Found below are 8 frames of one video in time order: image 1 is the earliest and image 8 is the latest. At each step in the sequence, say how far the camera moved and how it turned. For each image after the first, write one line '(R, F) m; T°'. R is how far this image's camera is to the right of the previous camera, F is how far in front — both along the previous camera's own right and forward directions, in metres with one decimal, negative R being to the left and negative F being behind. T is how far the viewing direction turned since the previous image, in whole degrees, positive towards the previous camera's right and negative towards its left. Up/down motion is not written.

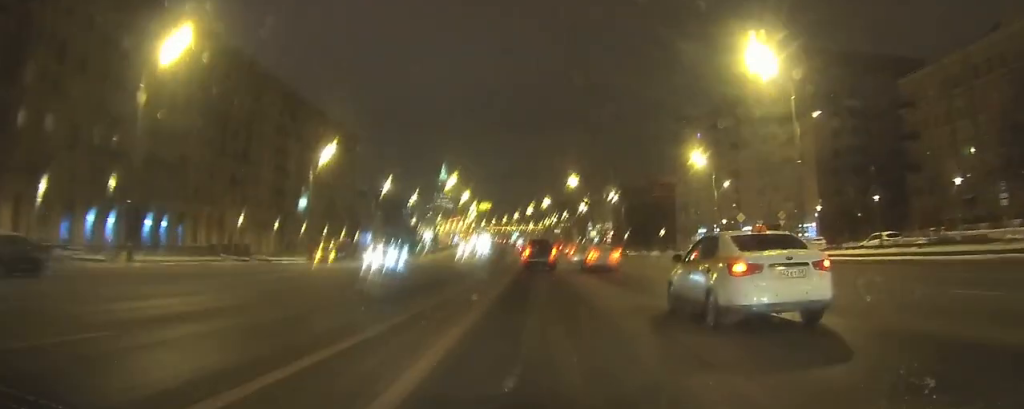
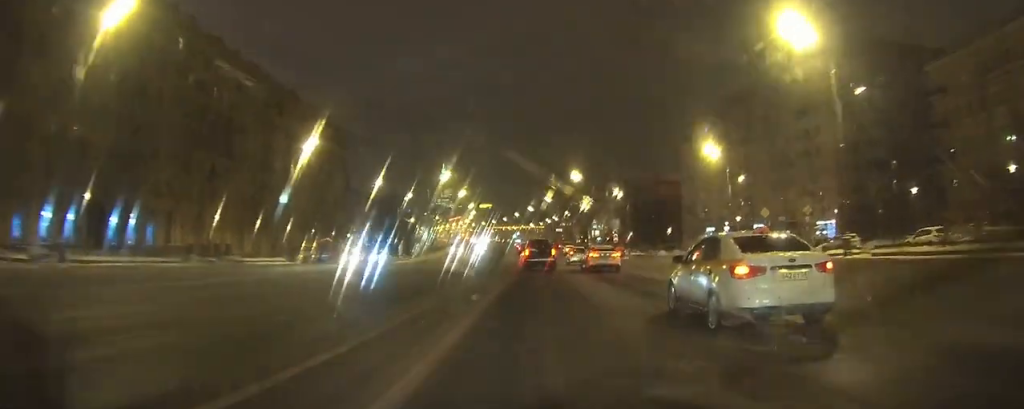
(0.0, +6.3) m; 0°
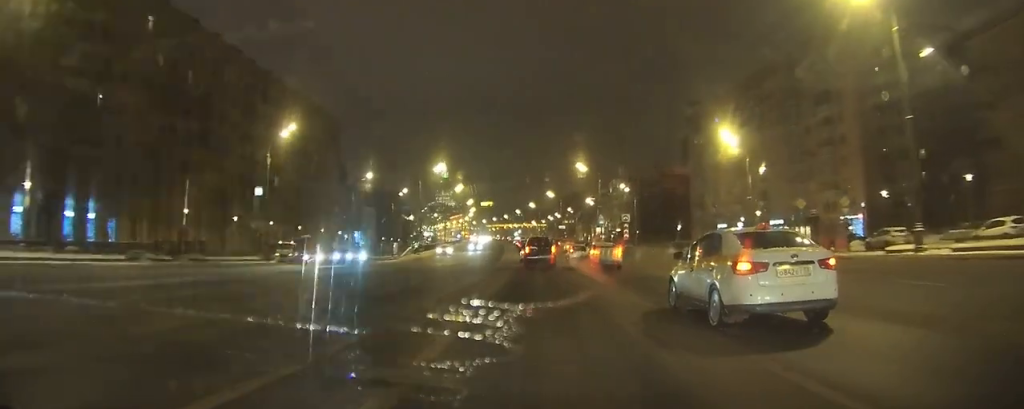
(0.0, +7.3) m; 0°
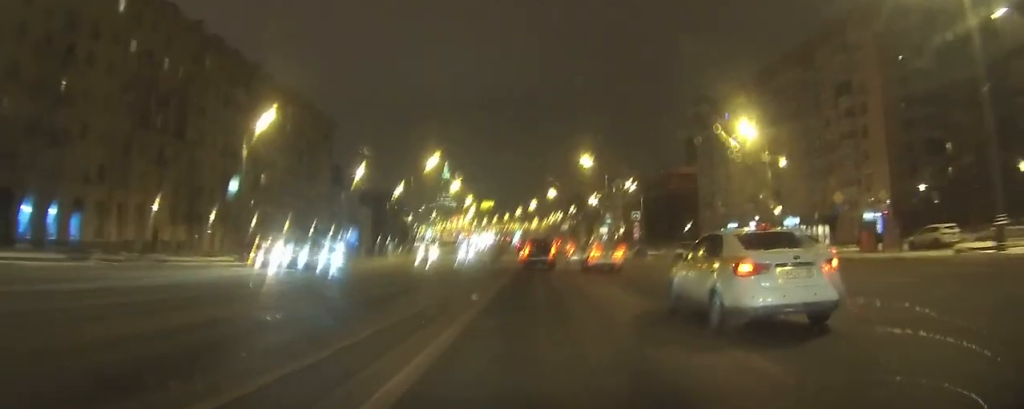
(0.0, +5.9) m; 0°
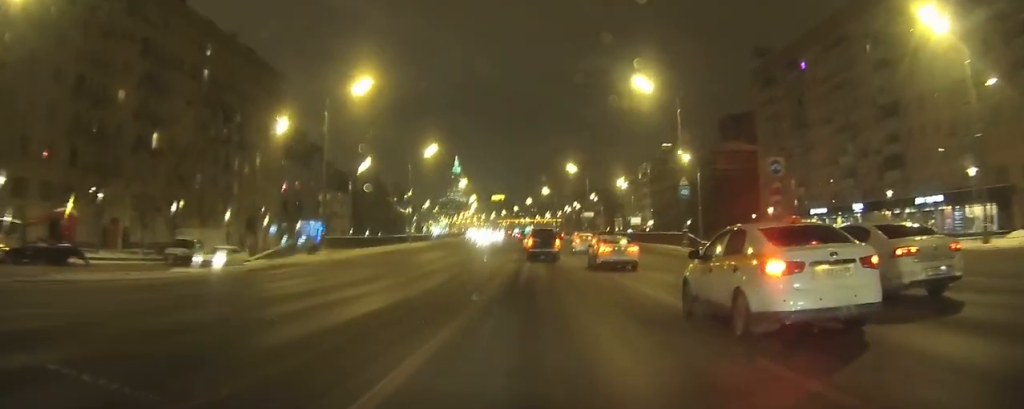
(-0.3, +33.1) m; -1°
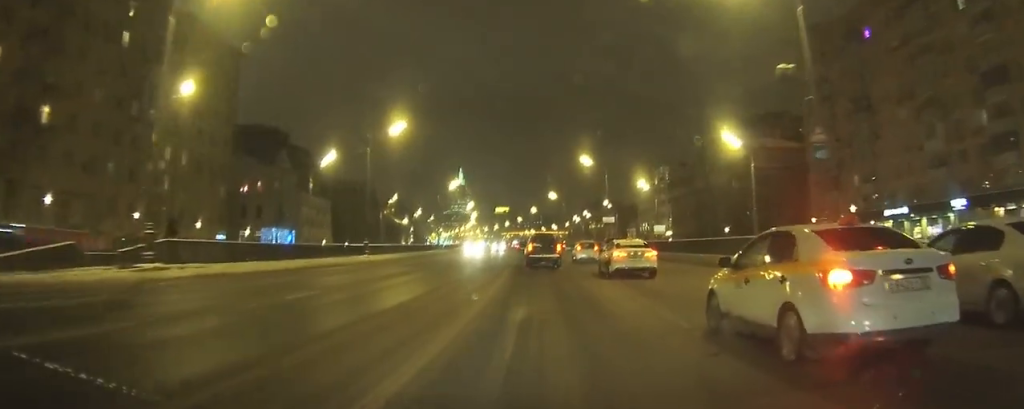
(-0.1, +18.8) m; 0°
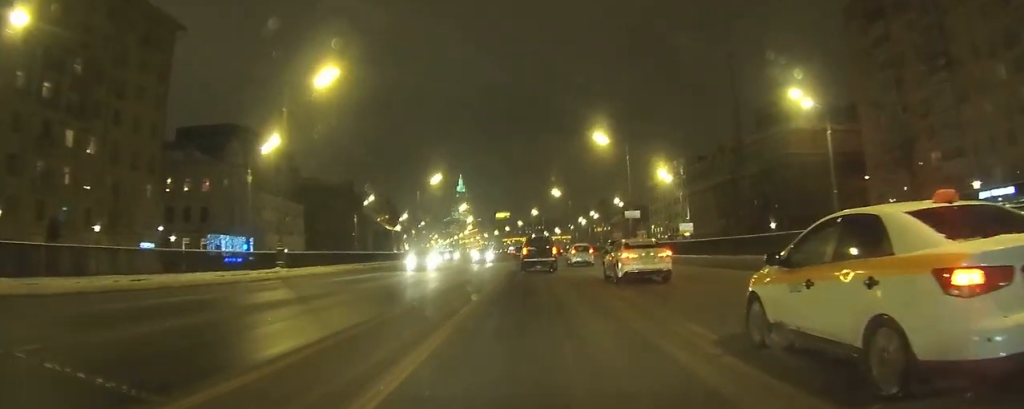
(0.0, +16.8) m; 0°
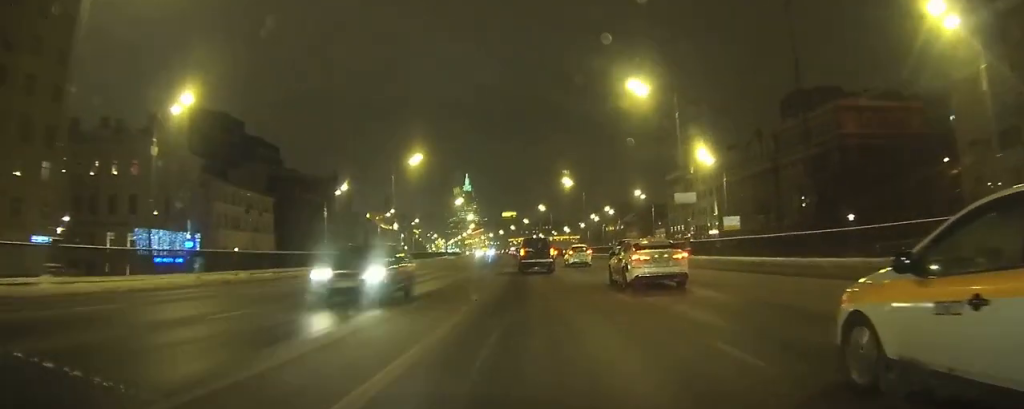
(-0.1, +15.6) m; 0°
